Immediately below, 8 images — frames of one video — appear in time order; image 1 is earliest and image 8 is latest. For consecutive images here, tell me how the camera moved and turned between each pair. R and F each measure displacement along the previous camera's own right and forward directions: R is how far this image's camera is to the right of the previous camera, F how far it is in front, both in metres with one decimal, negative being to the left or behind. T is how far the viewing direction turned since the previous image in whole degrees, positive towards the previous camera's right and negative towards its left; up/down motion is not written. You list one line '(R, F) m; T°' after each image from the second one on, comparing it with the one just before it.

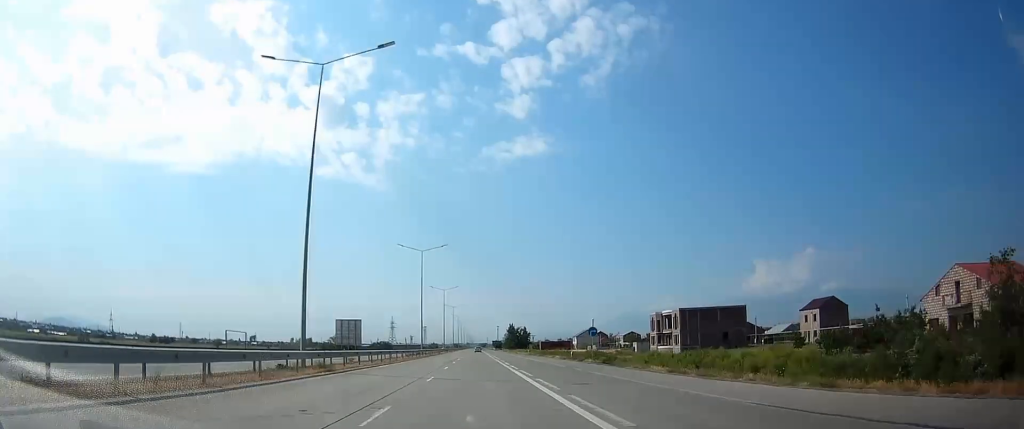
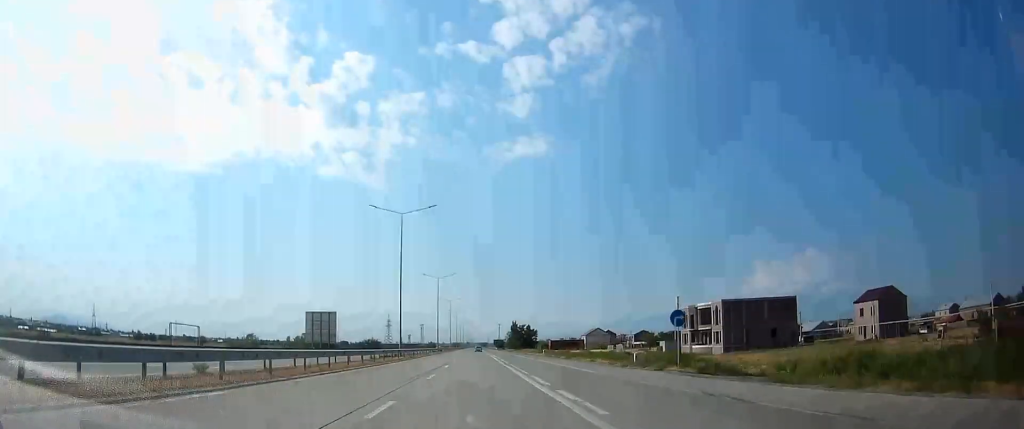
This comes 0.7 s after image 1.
(0.0, +22.9) m; 0°
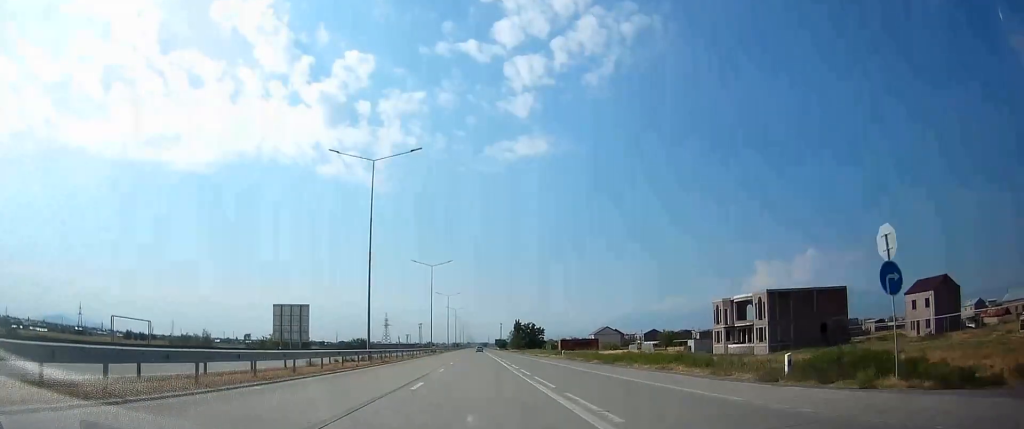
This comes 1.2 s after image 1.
(-0.1, +17.4) m; 0°
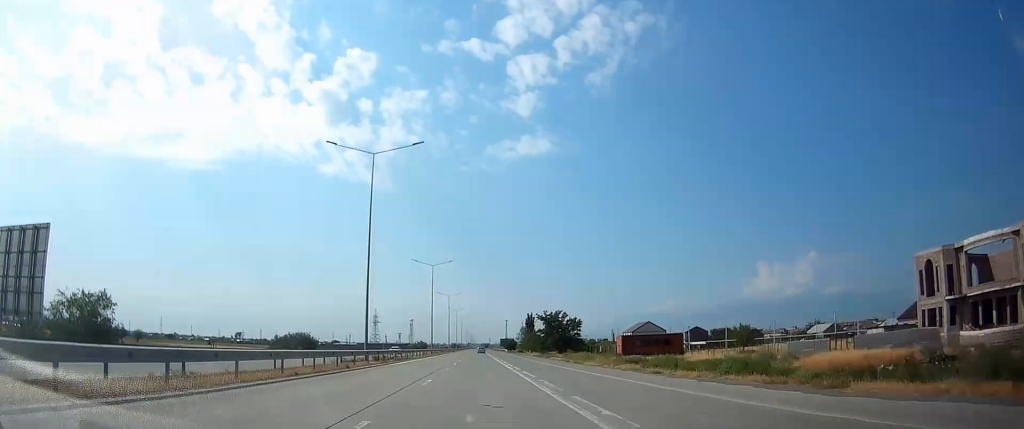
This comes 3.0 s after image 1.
(+0.1, +57.7) m; 0°
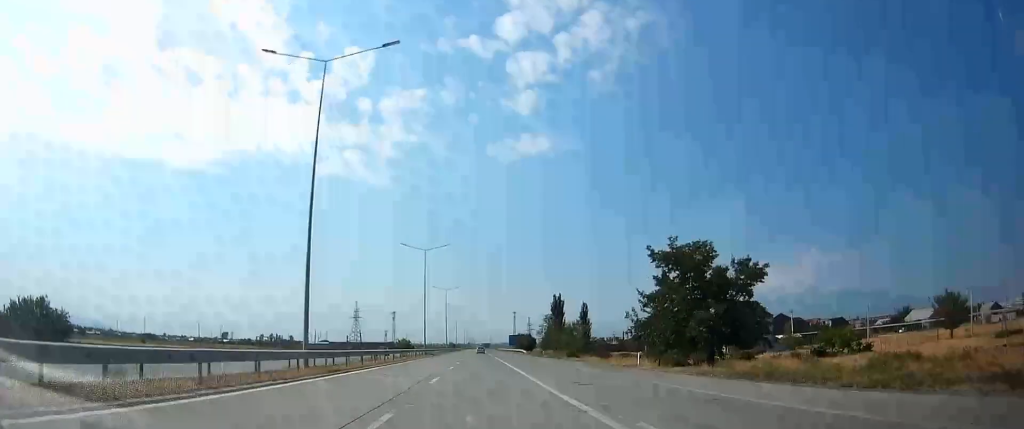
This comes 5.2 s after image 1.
(-0.2, +70.7) m; 0°
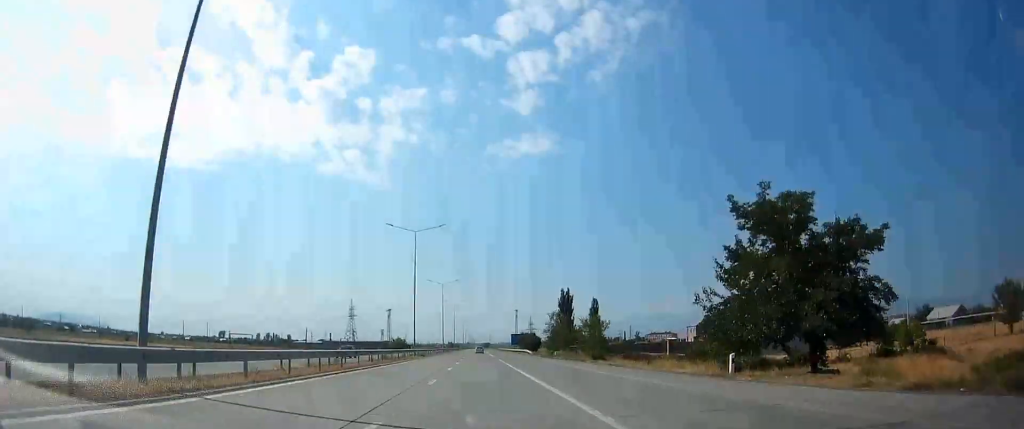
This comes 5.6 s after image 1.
(0.0, +13.0) m; 0°
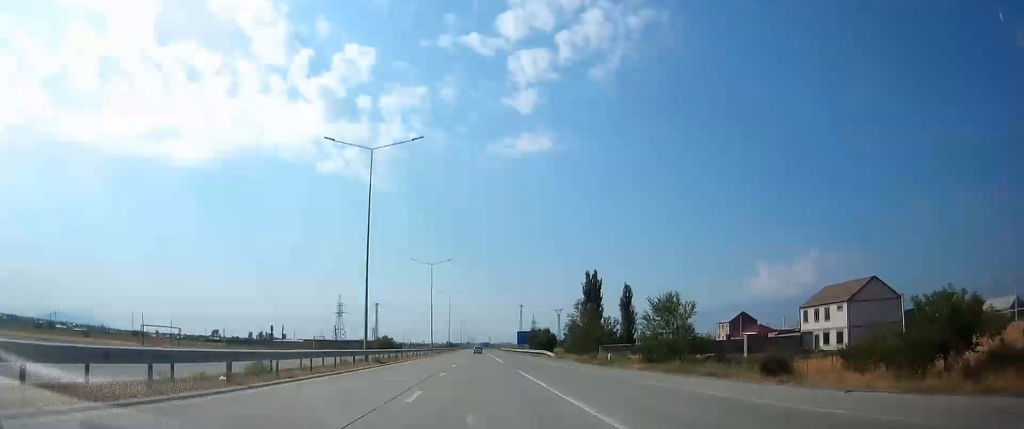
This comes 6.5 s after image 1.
(+0.1, +29.2) m; 0°
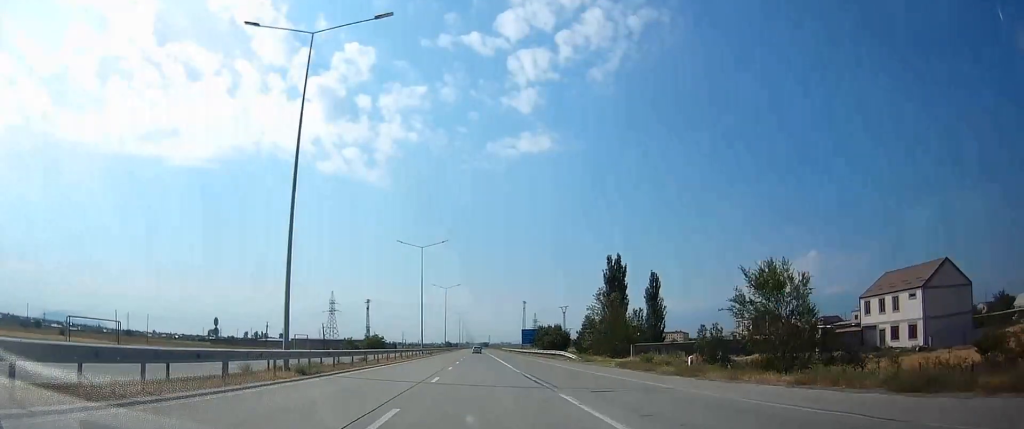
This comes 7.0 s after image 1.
(0.0, +16.3) m; 0°
